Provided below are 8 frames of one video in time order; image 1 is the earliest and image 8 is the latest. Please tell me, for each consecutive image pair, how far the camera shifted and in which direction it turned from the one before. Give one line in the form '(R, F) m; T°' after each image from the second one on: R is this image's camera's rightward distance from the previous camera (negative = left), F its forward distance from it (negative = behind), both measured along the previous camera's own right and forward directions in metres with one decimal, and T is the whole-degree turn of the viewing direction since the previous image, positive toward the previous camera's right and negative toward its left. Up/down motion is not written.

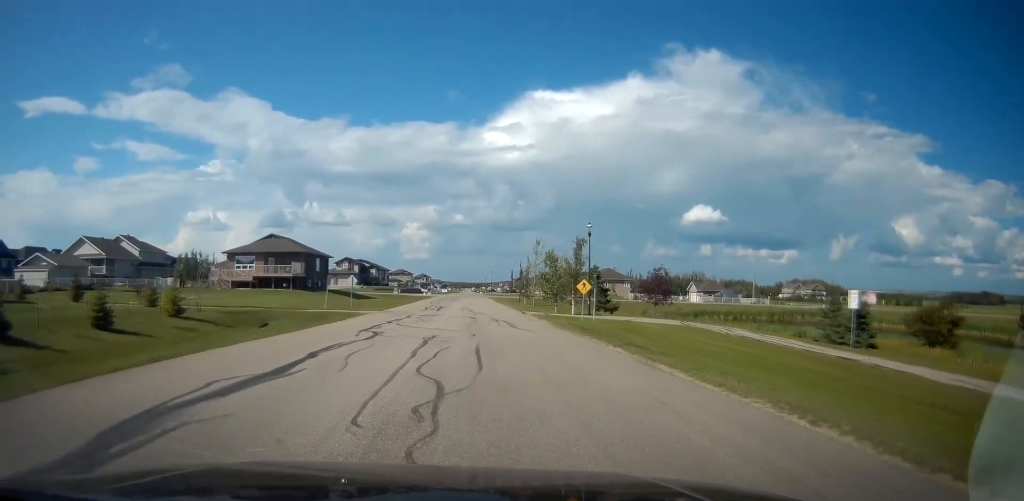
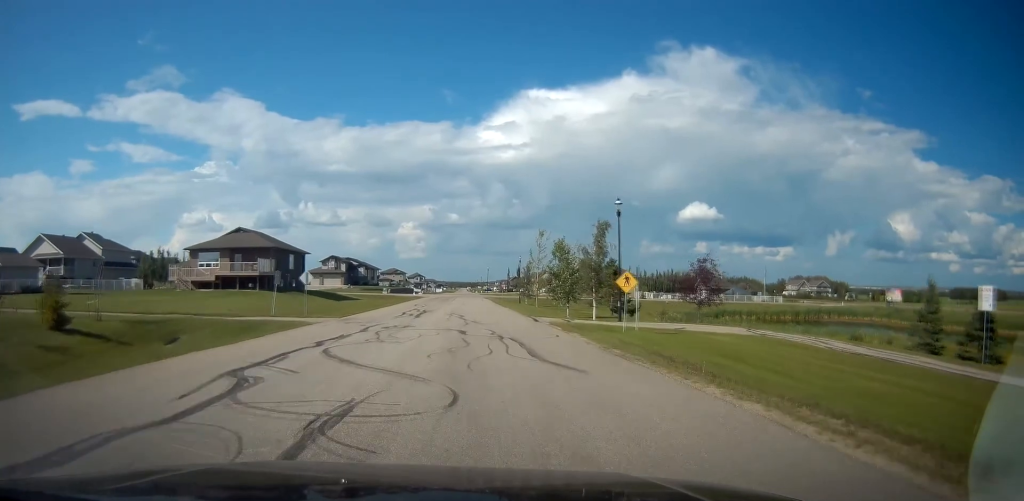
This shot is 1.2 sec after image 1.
(0.0, +10.6) m; 0°
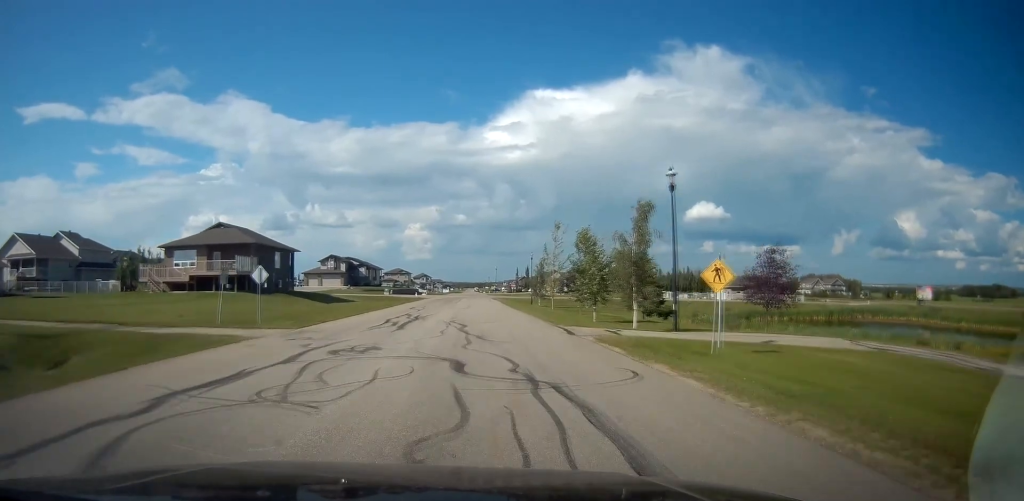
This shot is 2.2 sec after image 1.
(0.0, +8.2) m; 0°
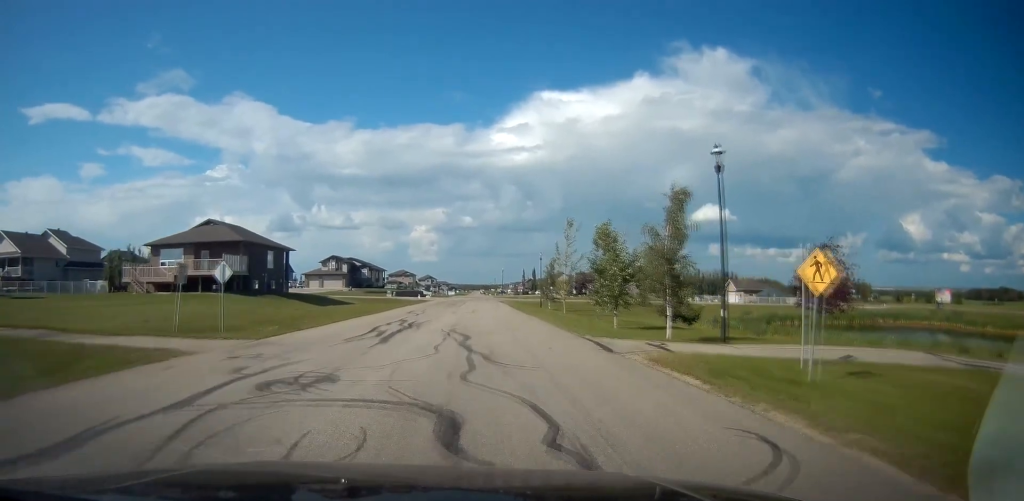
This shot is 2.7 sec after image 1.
(0.0, +4.4) m; 0°
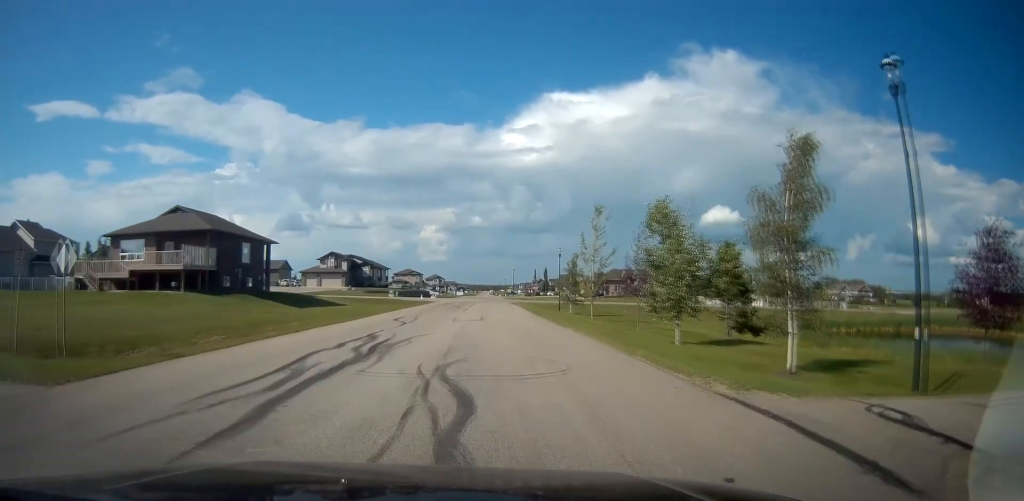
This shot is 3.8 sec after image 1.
(0.0, +9.4) m; -1°
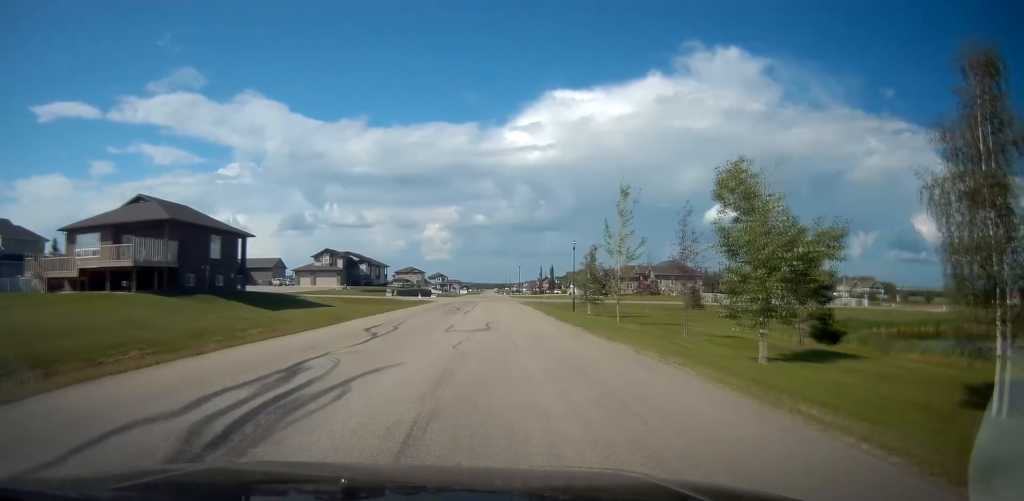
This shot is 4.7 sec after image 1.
(0.0, +7.5) m; -3°
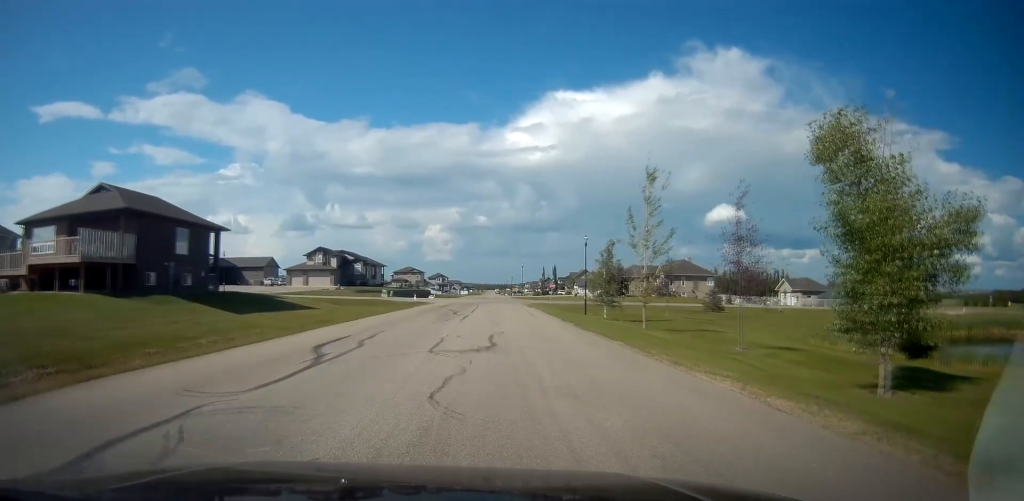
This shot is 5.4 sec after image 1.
(-0.4, +6.1) m; 0°
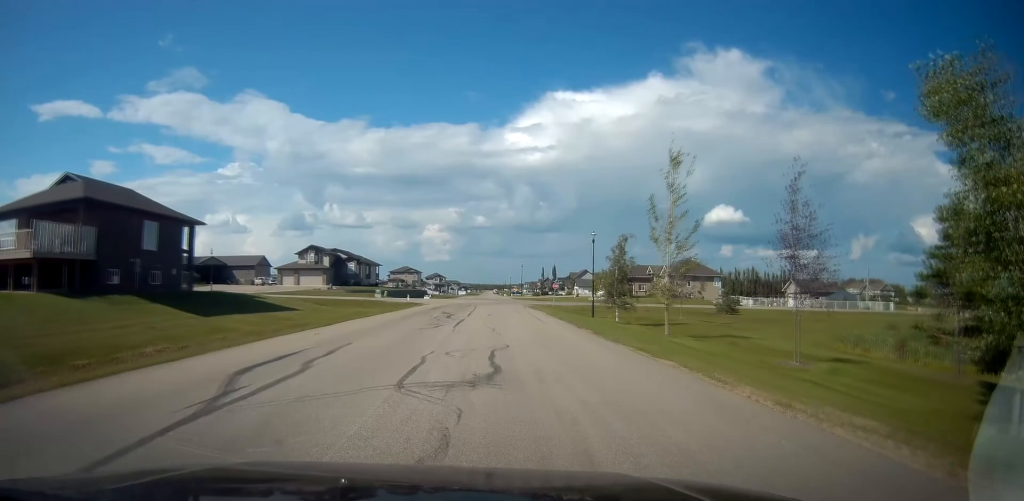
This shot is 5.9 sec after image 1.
(0.0, +4.4) m; +2°
